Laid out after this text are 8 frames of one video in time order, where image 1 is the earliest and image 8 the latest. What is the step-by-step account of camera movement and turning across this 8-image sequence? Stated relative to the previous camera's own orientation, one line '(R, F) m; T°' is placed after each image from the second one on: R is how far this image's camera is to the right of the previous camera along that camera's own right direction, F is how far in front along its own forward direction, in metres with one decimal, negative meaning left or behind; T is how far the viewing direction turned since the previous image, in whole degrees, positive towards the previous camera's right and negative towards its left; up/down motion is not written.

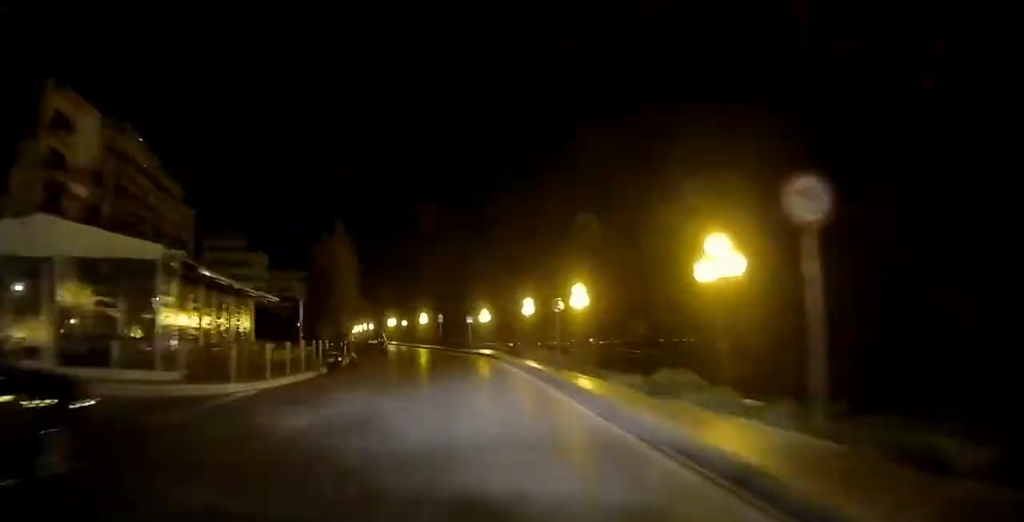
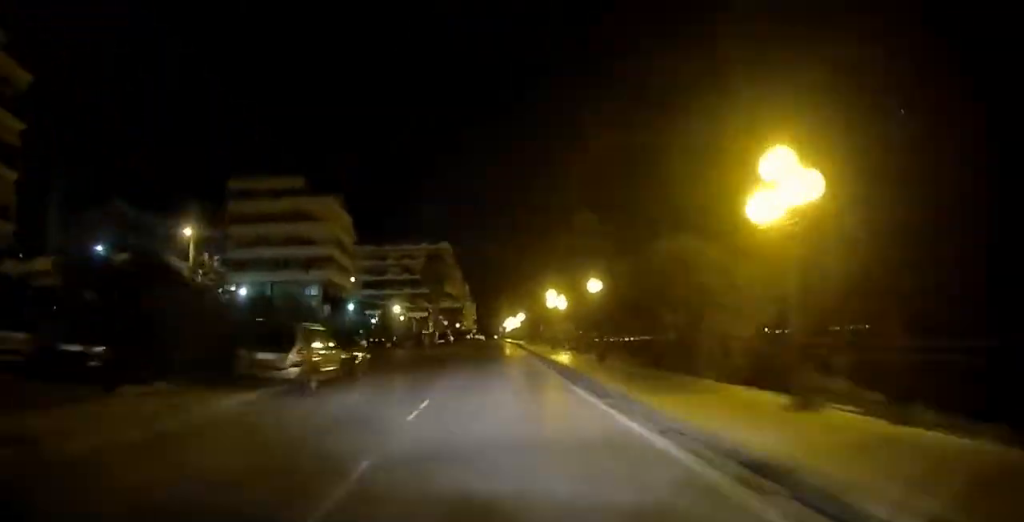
(-6.3, +63.5) m; -8°
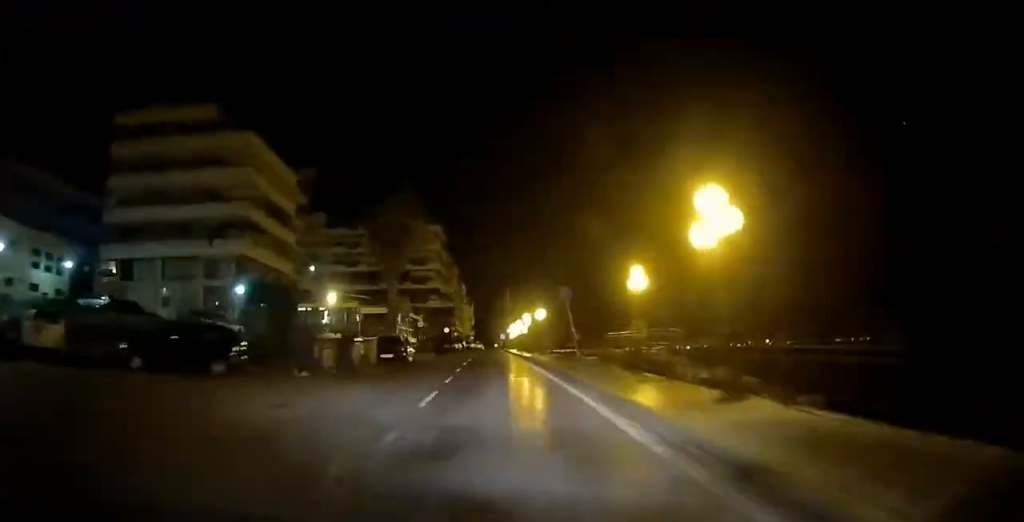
(-1.2, +27.8) m; -1°
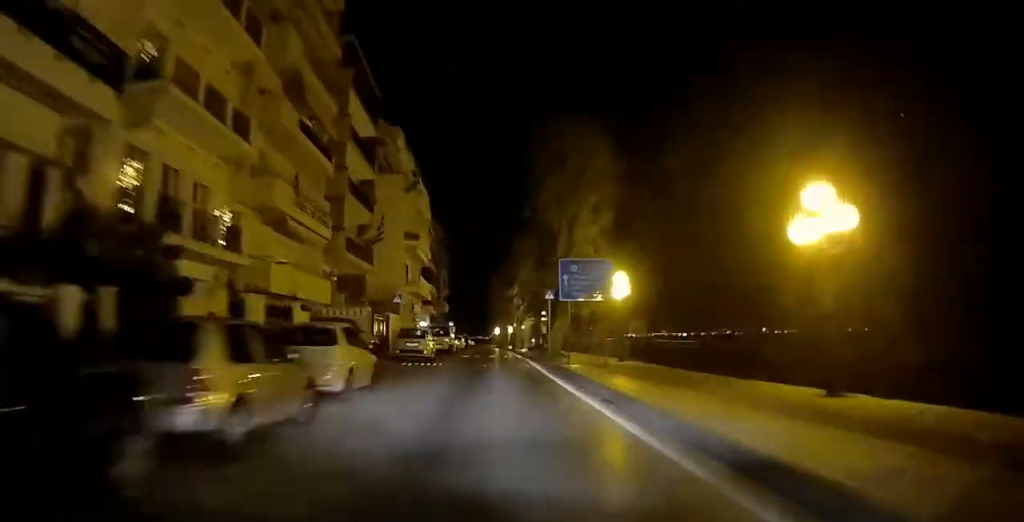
(-1.7, +118.2) m; -2°
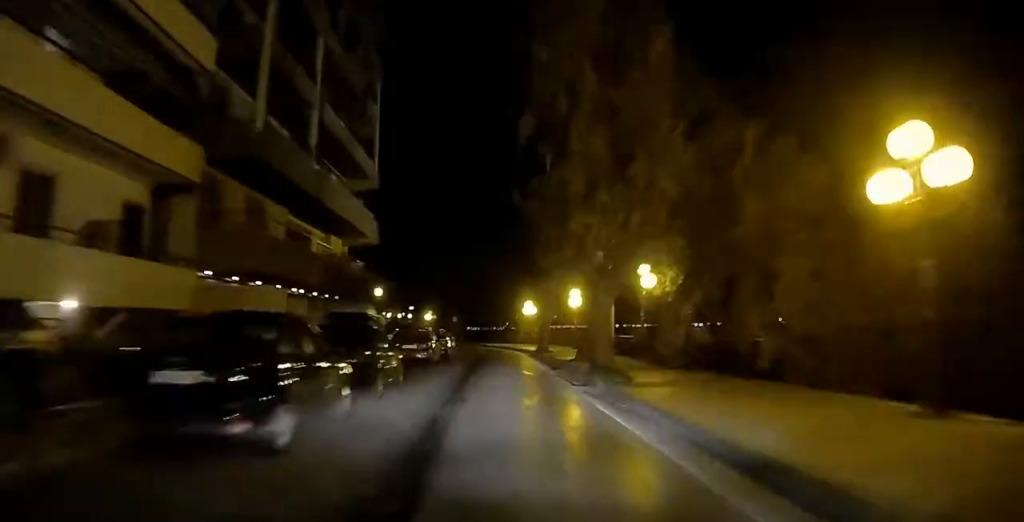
(-1.3, +69.1) m; -12°
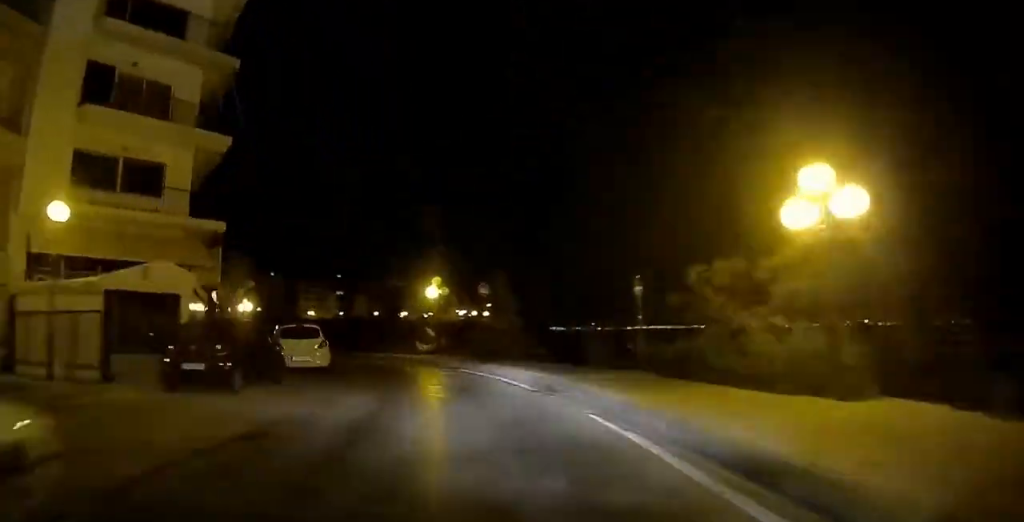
(-1.4, +36.9) m; -15°
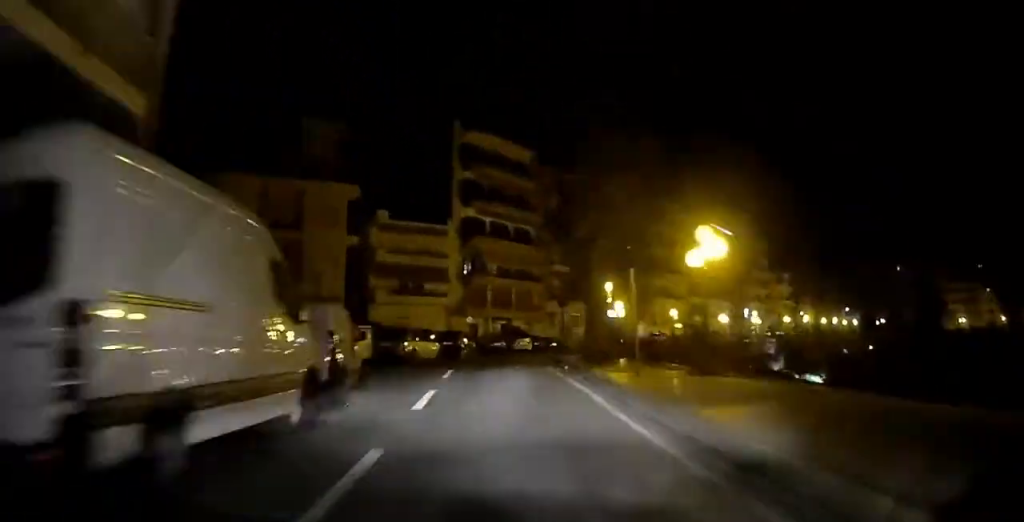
(-37.9, +88.9) m; -18°
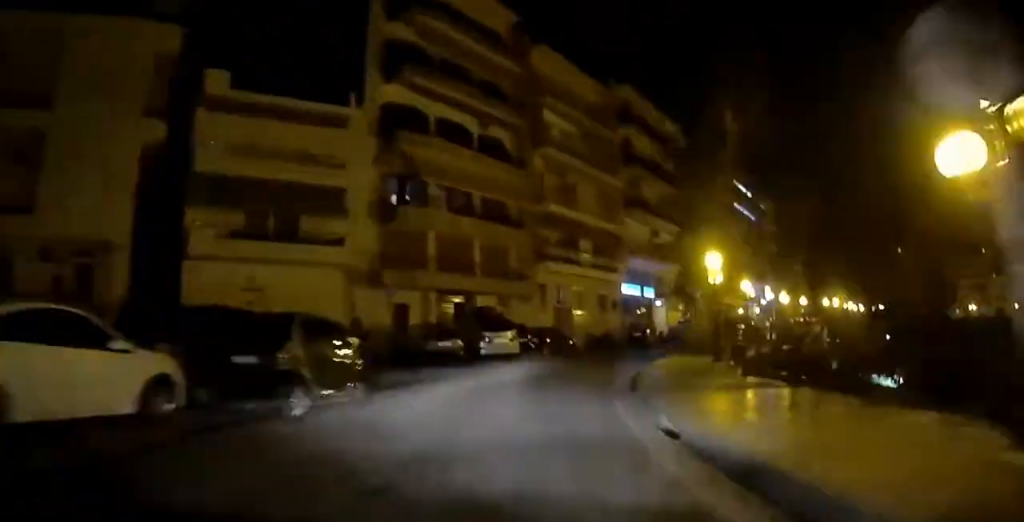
(+4.8, +23.9) m; +10°
